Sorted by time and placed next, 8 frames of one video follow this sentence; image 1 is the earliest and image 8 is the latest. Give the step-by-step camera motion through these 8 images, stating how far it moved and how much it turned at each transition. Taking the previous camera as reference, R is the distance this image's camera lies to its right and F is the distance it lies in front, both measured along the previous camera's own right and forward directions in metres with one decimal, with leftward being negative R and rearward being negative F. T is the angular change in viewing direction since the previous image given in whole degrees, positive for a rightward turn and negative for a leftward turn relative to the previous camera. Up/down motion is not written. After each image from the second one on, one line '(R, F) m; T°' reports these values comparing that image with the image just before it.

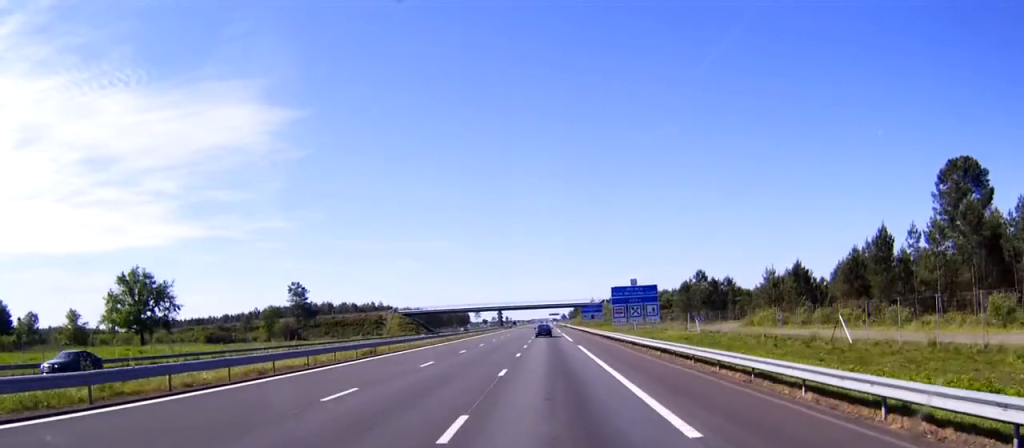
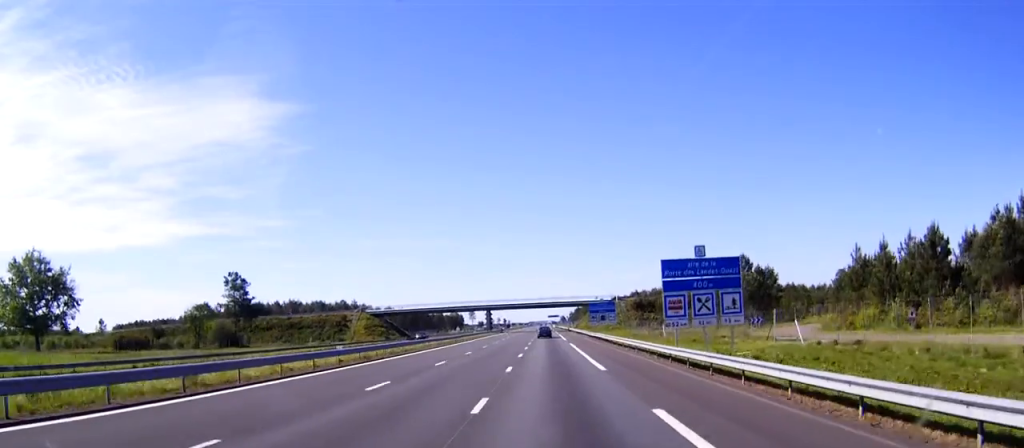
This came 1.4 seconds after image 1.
(0.0, +35.3) m; 0°
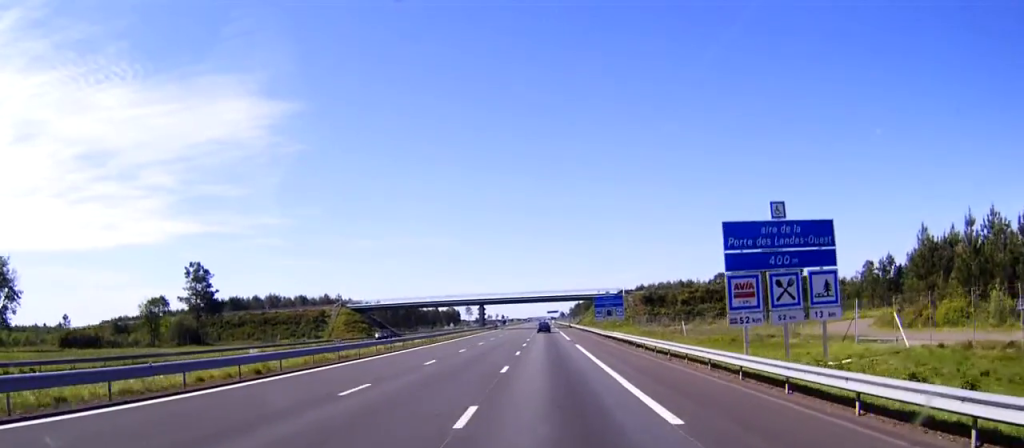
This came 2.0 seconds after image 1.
(0.0, +15.8) m; 0°
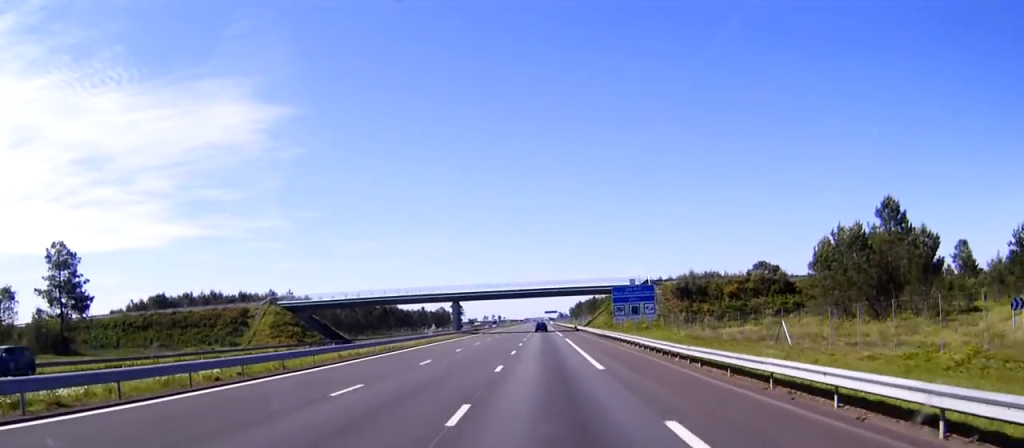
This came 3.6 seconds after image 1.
(0.0, +38.9) m; 0°
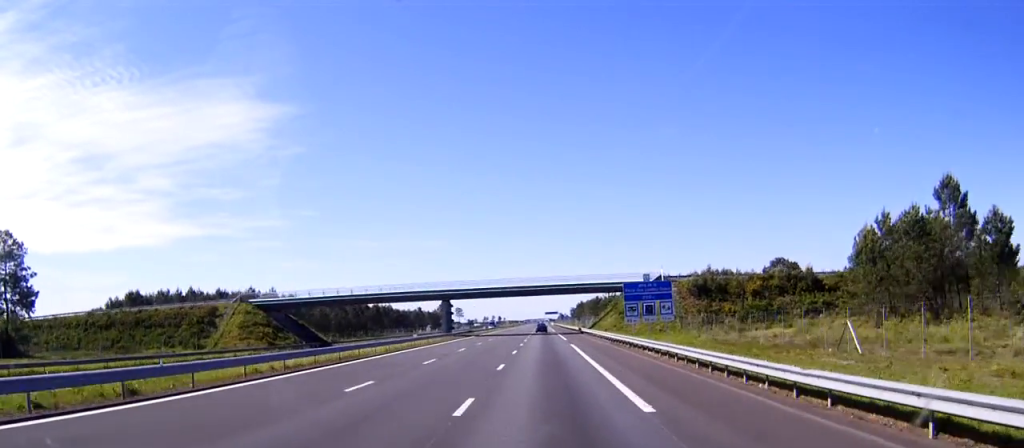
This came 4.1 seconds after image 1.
(0.0, +11.7) m; 0°
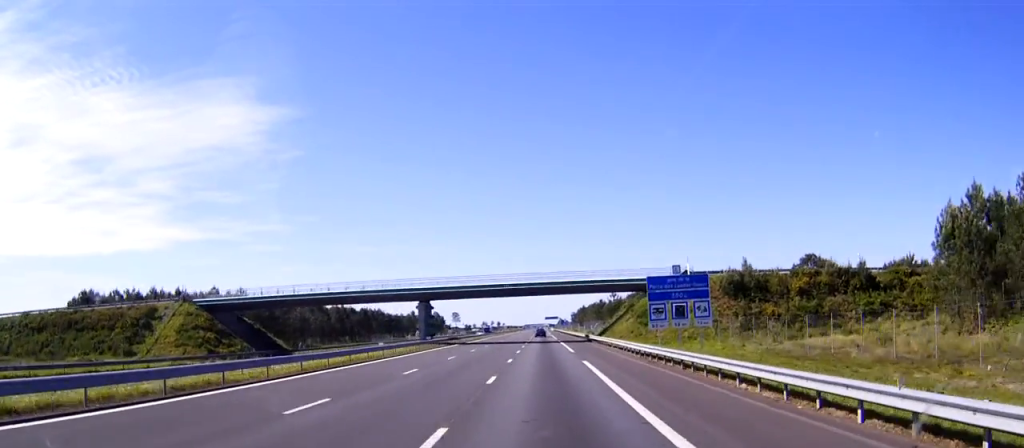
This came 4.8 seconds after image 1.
(0.0, +17.5) m; 0°
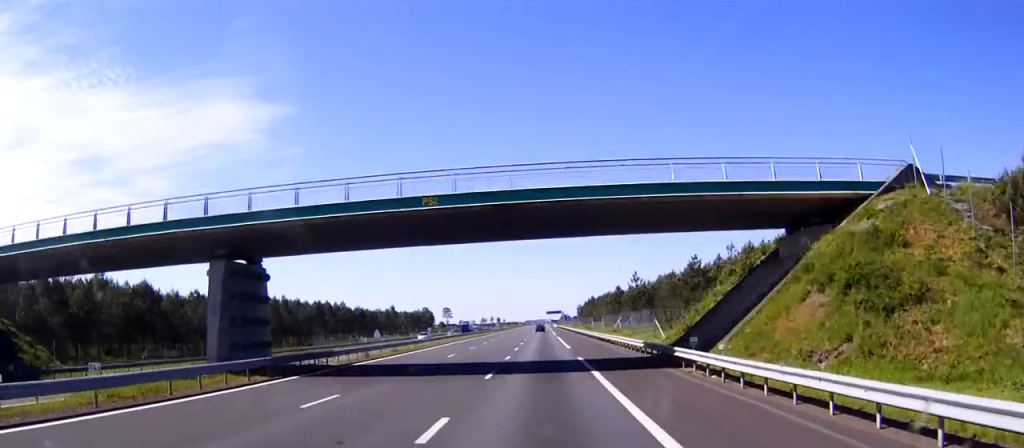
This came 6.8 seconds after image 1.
(+0.1, +51.0) m; 0°
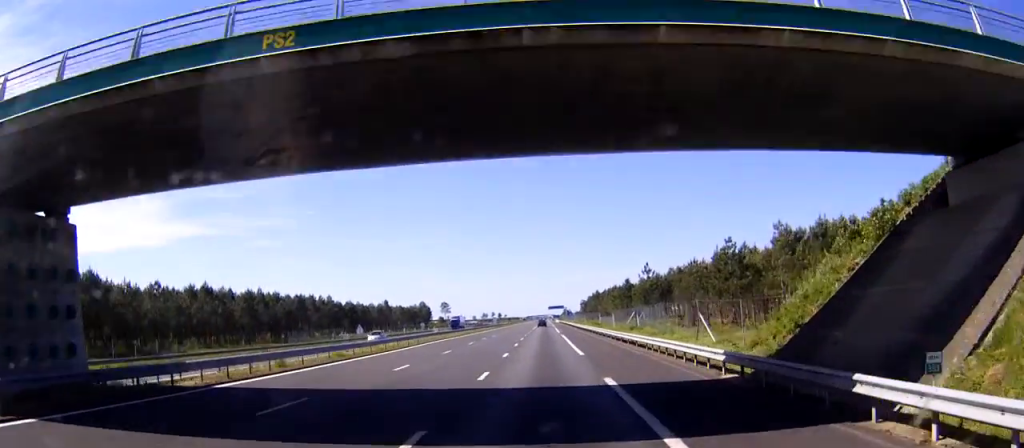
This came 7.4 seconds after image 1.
(0.0, +15.9) m; 0°
